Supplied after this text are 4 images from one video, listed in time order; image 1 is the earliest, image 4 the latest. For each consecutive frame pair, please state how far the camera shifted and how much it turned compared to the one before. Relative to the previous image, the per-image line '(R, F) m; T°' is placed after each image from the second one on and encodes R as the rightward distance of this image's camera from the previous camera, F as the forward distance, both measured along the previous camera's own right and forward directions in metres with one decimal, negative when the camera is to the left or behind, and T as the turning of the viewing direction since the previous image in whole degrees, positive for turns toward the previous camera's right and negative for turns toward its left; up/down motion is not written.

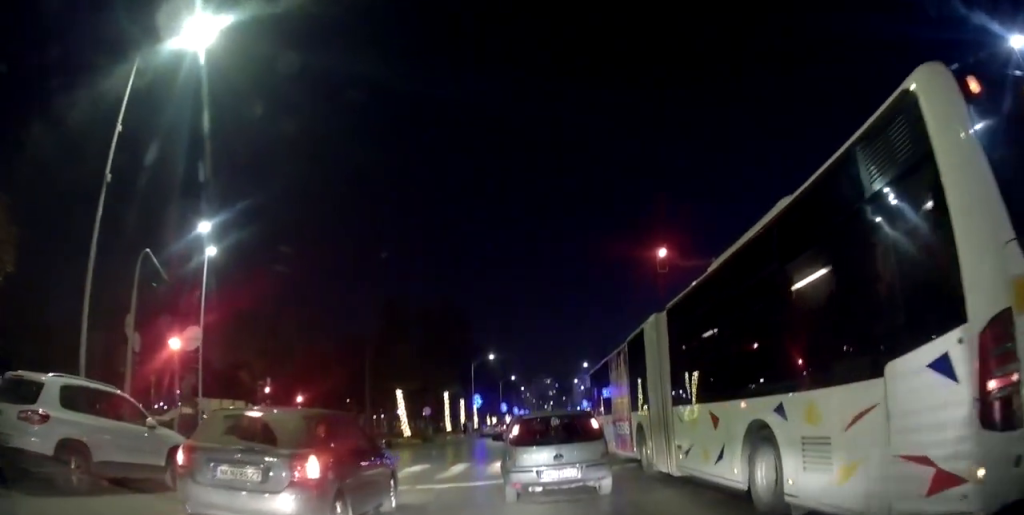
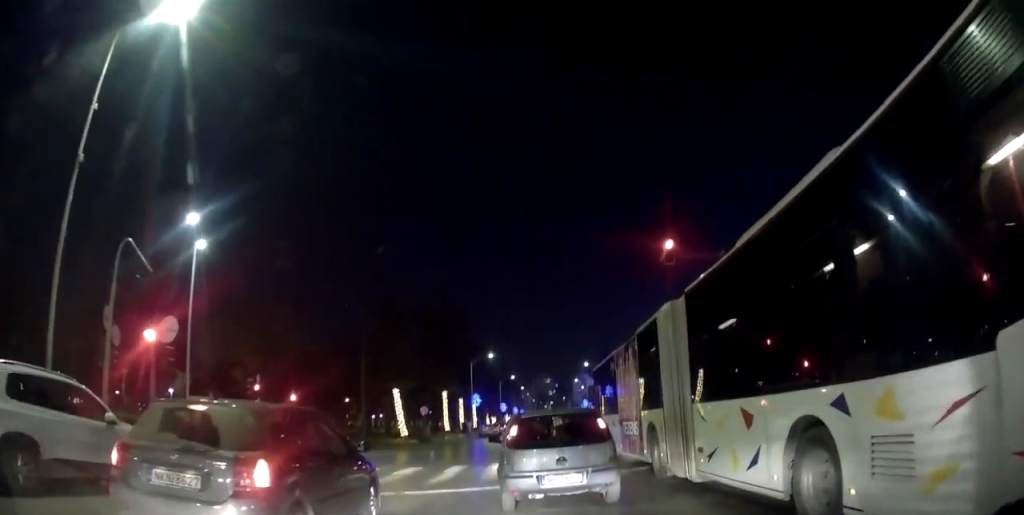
(0.0, +1.4) m; +3°
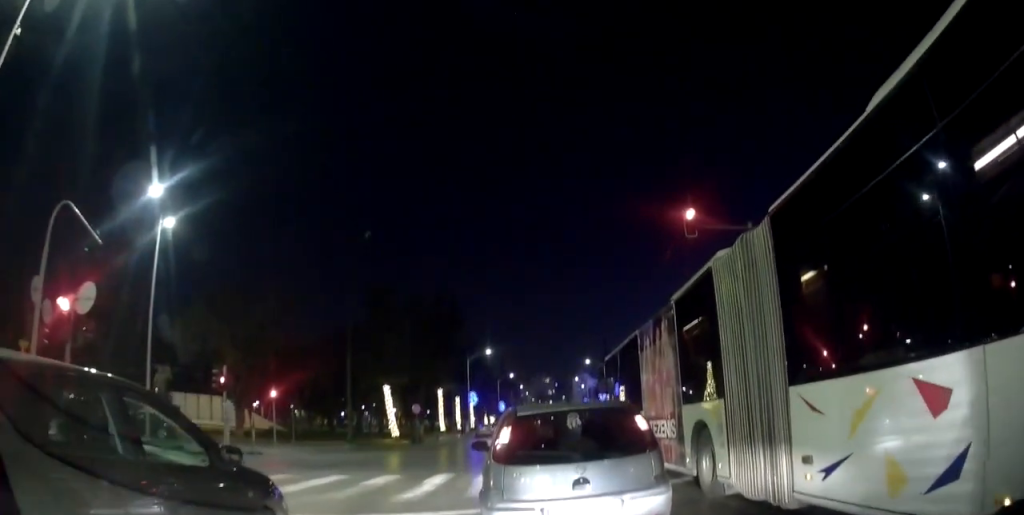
(+0.5, +7.7) m; +4°
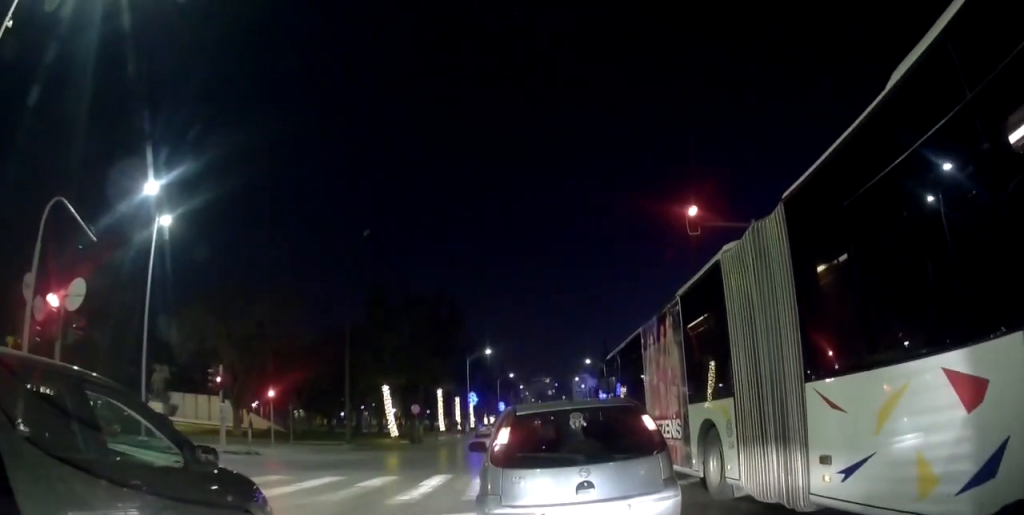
(0.0, +0.6) m; 0°
